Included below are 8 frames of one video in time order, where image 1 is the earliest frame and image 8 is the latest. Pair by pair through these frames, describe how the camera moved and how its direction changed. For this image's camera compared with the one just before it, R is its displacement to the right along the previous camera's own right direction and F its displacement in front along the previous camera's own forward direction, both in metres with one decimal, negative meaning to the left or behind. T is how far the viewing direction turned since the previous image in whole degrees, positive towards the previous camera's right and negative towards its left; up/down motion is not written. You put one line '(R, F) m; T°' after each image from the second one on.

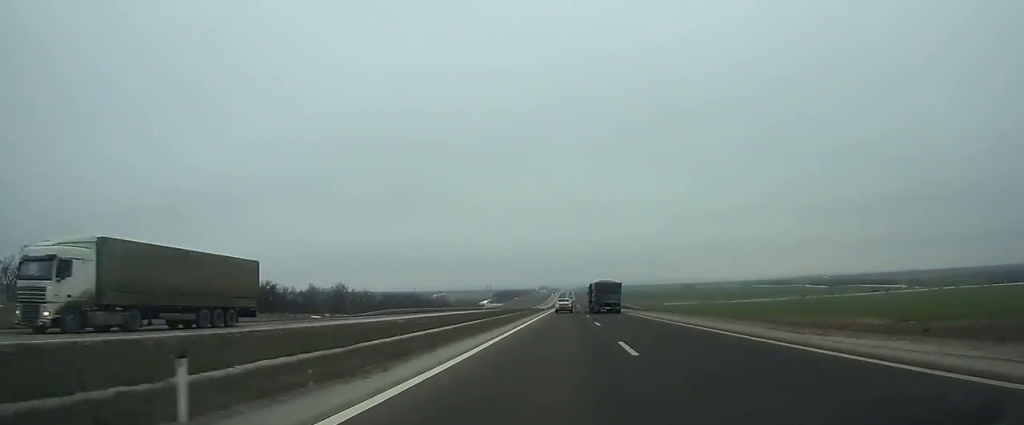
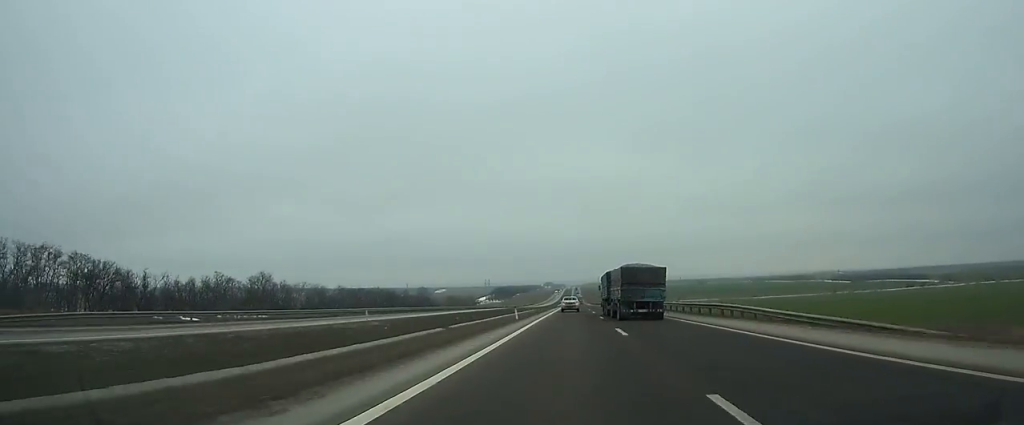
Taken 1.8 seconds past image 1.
(0.0, +56.1) m; 0°
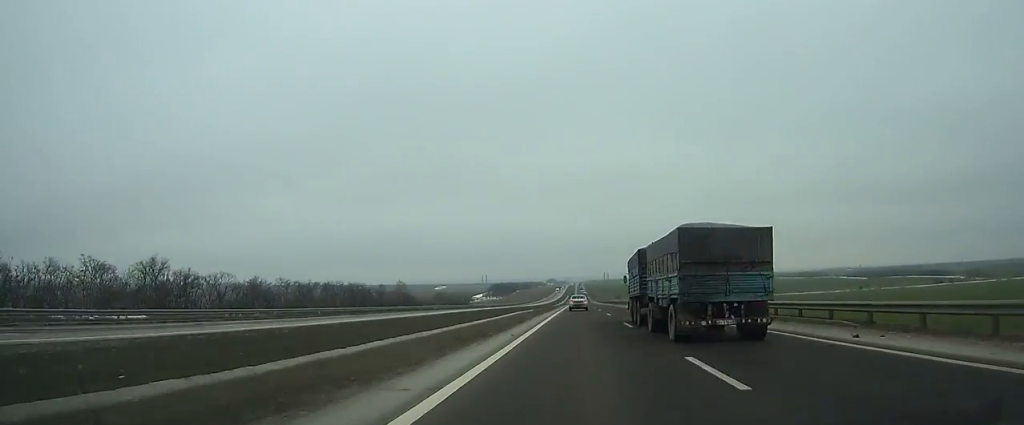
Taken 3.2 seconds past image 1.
(0.0, +43.6) m; 0°
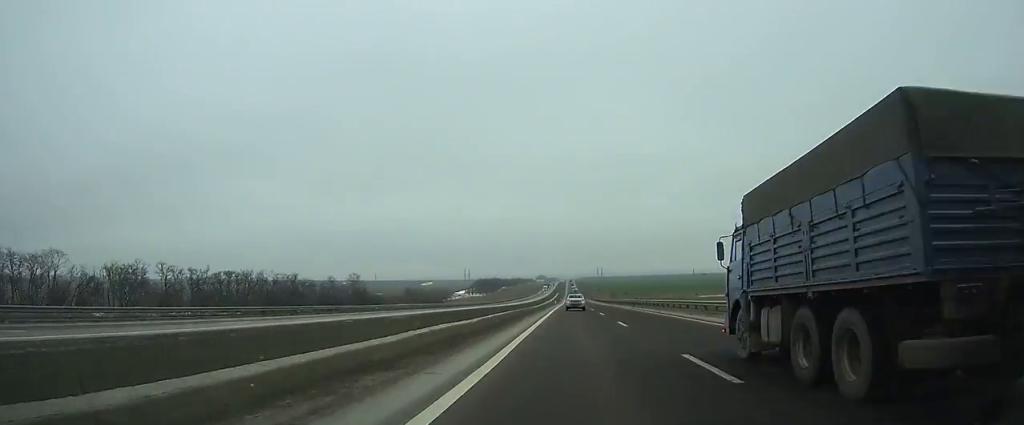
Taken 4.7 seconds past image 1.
(0.0, +46.6) m; 0°
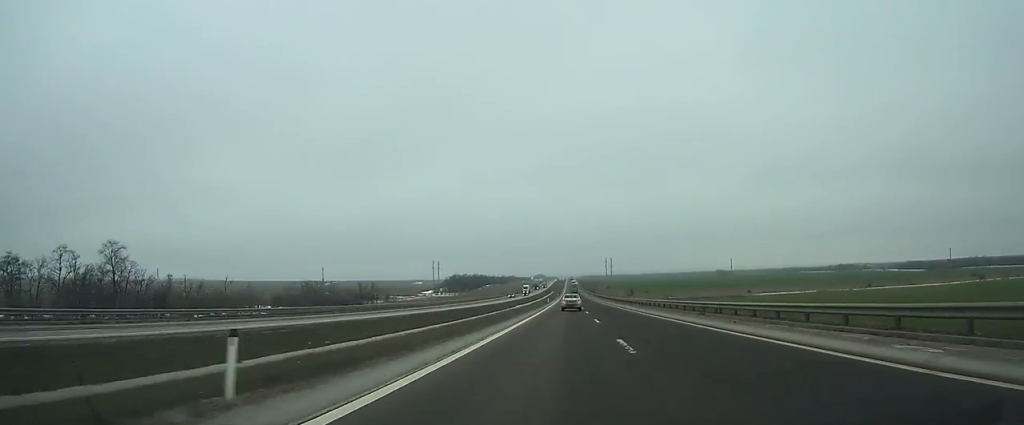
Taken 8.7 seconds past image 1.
(+0.4, +125.5) m; 0°
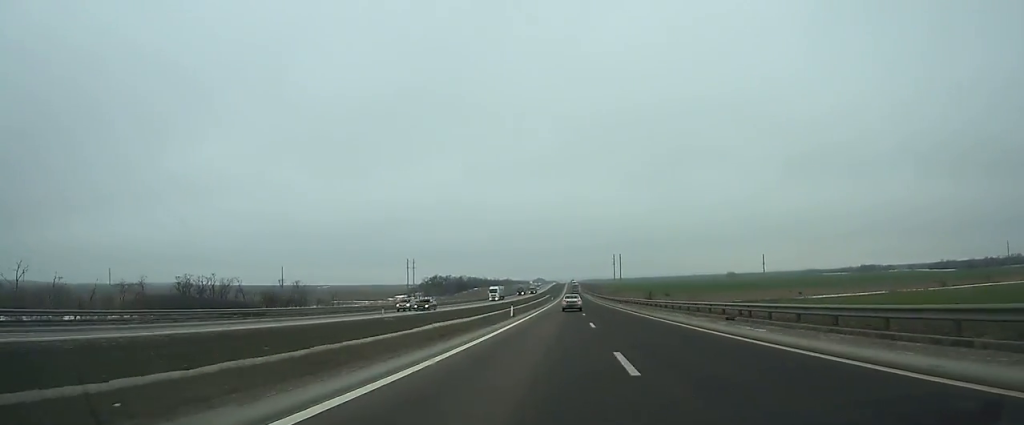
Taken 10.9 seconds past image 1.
(-0.2, +70.4) m; 0°
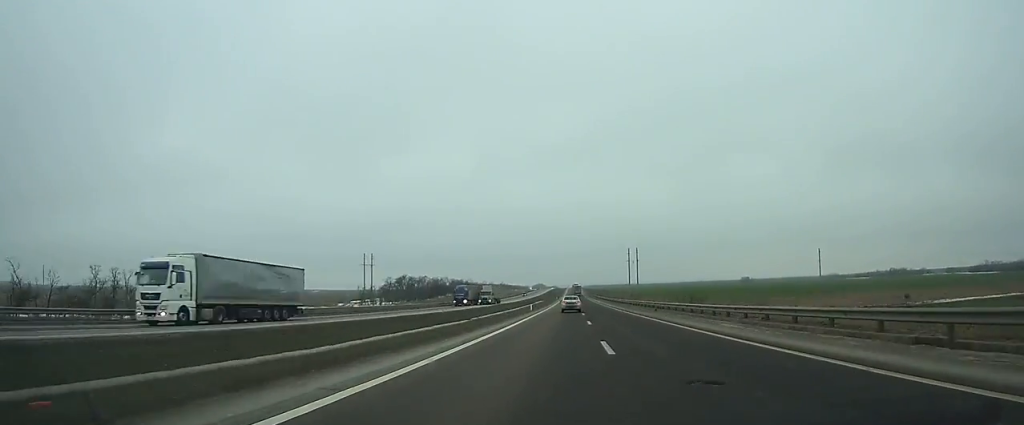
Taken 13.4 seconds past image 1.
(-0.2, +83.0) m; 0°
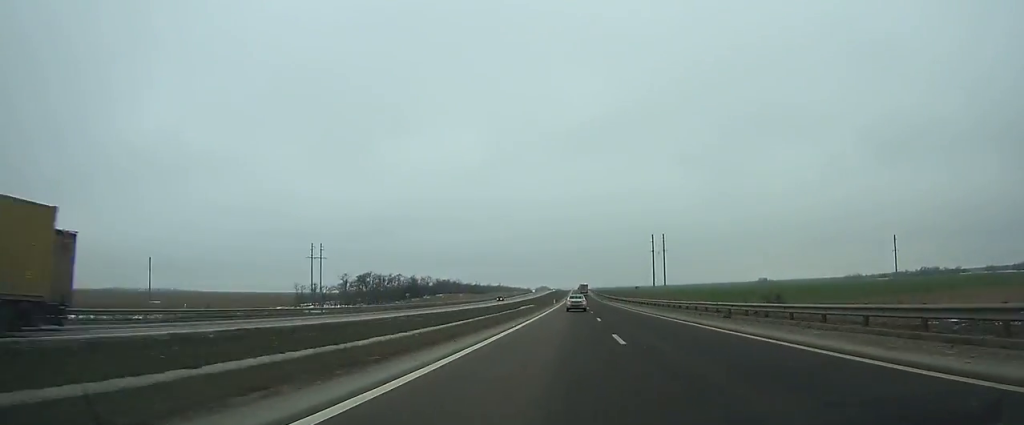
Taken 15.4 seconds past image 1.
(-0.1, +68.3) m; 0°
